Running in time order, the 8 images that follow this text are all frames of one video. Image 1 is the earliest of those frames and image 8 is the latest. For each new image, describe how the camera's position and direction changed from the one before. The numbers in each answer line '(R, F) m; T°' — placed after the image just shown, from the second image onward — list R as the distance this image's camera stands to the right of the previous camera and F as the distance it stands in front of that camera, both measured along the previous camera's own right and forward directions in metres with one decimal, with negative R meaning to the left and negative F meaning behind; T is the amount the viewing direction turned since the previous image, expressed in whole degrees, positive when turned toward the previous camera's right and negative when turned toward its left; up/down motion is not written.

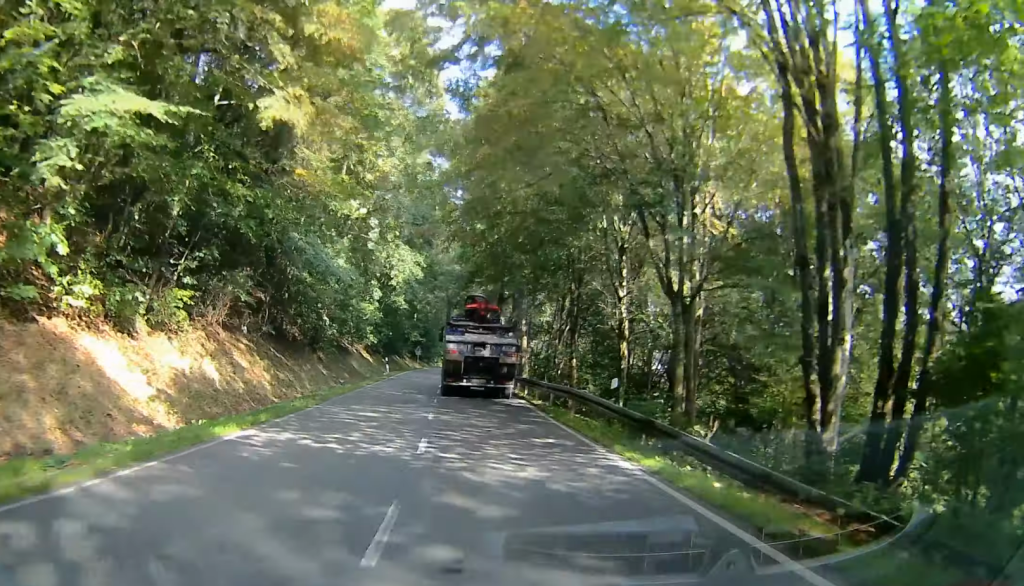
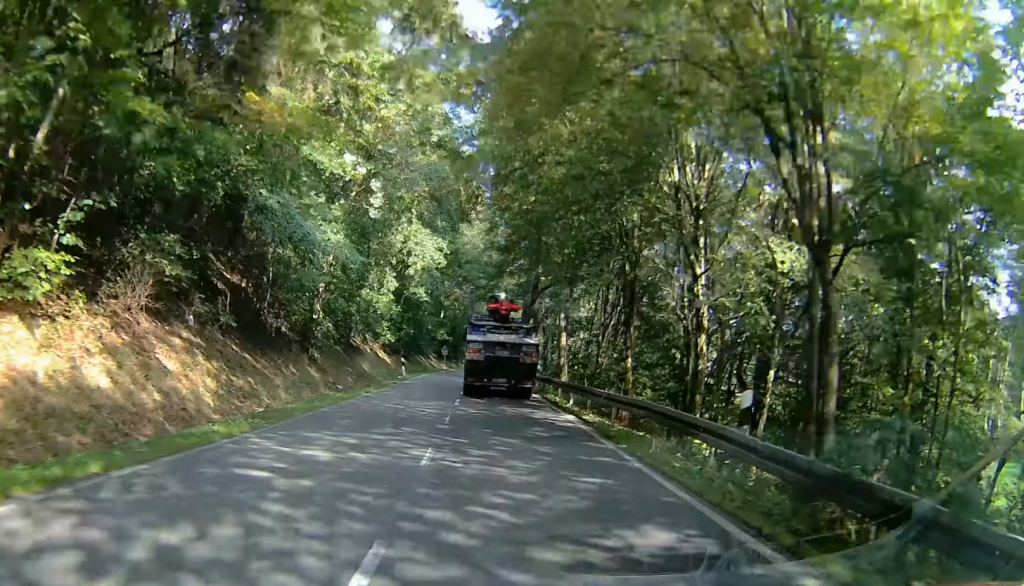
(0.0, +6.8) m; 0°
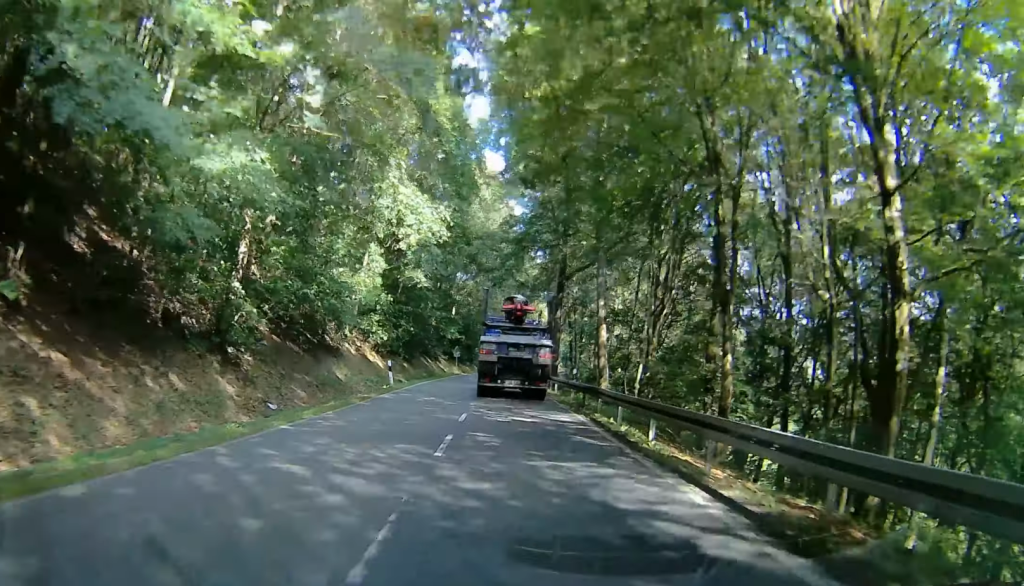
(0.0, +9.9) m; 0°
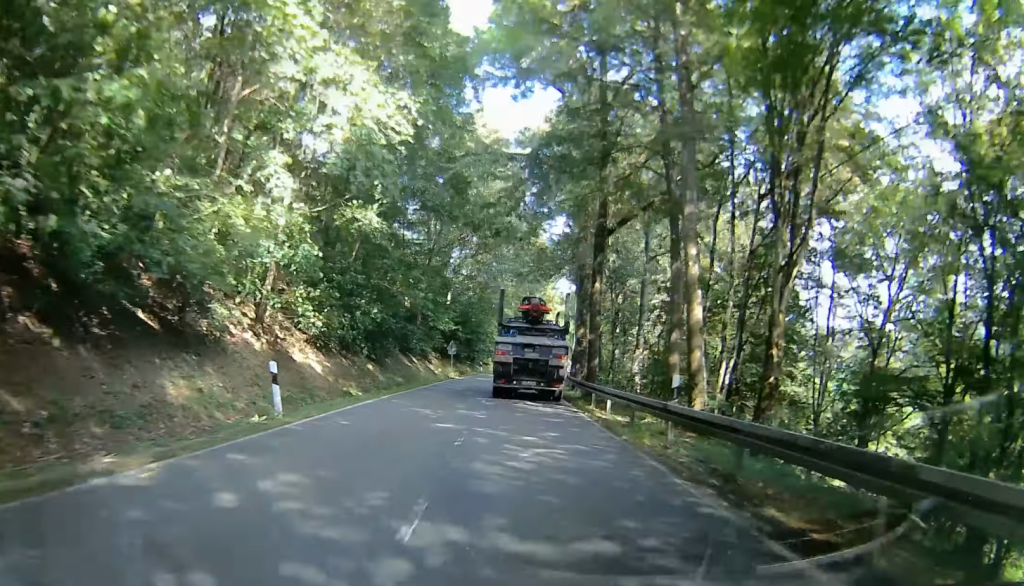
(0.0, +14.5) m; 0°
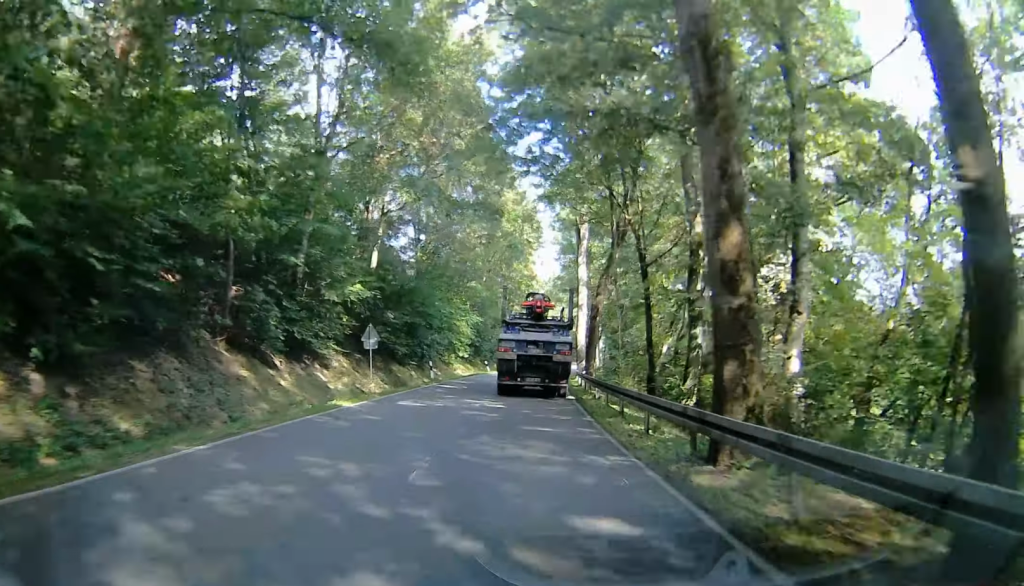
(0.0, +22.9) m; 0°
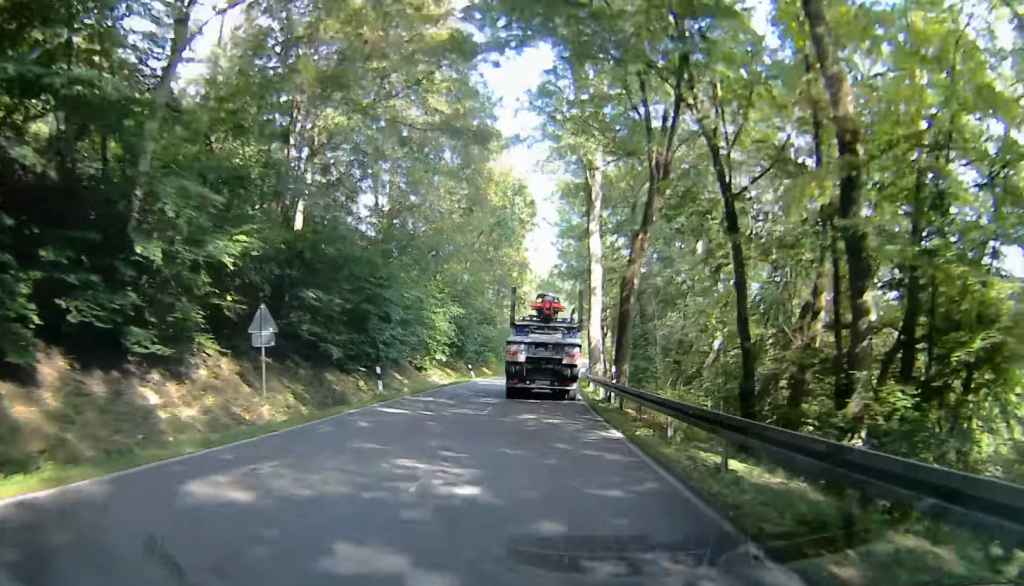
(0.0, +10.6) m; 0°
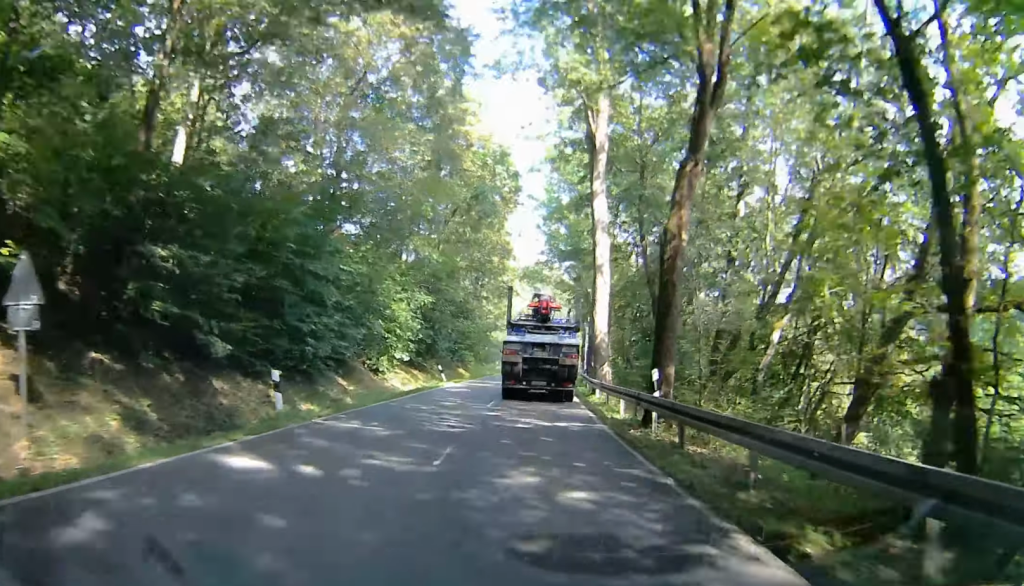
(0.0, +7.5) m; -1°
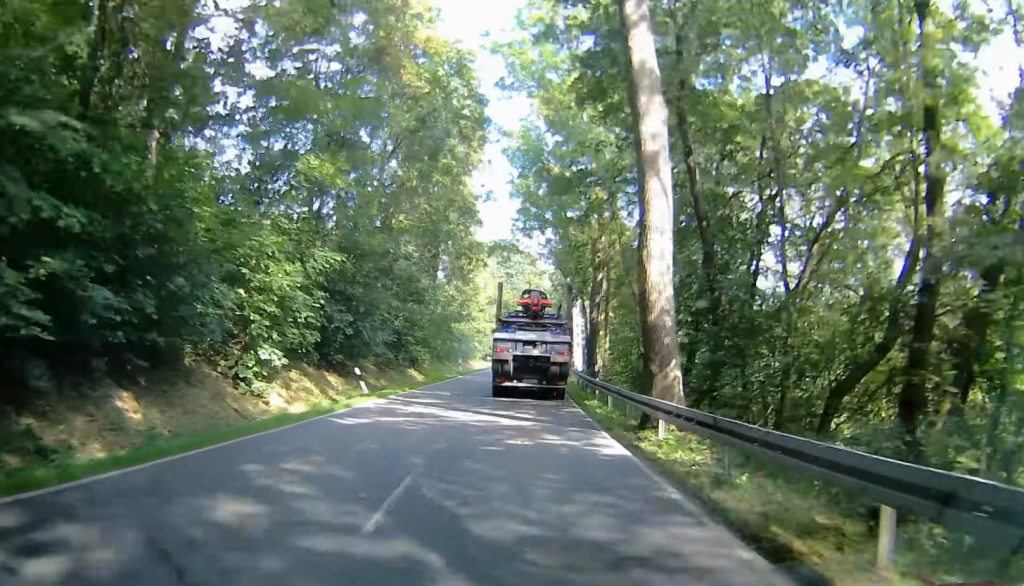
(-0.3, +12.4) m; -7°
